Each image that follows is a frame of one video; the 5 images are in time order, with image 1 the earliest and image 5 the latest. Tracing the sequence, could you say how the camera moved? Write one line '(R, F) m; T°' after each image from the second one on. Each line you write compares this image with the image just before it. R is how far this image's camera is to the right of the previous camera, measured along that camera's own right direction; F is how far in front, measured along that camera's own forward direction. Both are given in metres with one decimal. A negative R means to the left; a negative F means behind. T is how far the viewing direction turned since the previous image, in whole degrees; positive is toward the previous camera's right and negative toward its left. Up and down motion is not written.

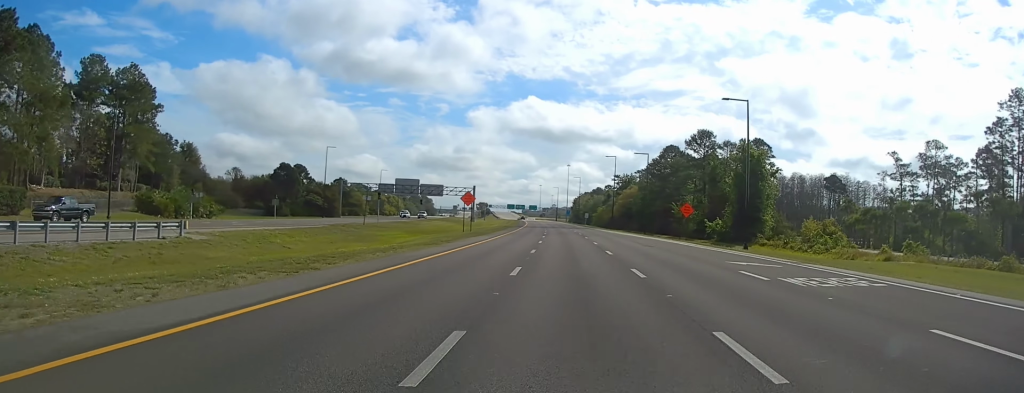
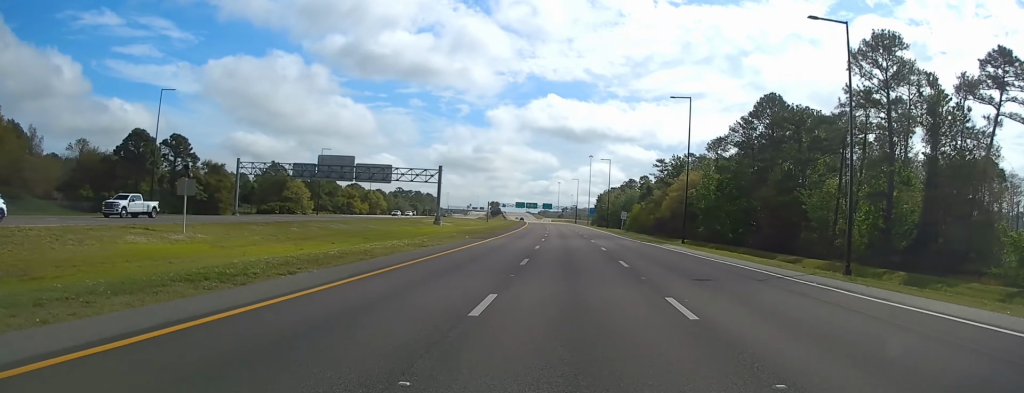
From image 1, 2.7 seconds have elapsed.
(-1.2, +68.7) m; -2°
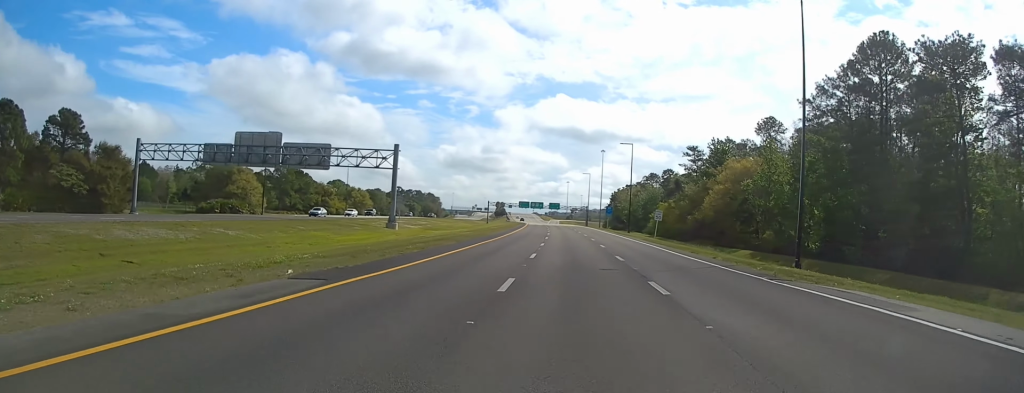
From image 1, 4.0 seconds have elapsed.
(-0.3, +33.0) m; -1°
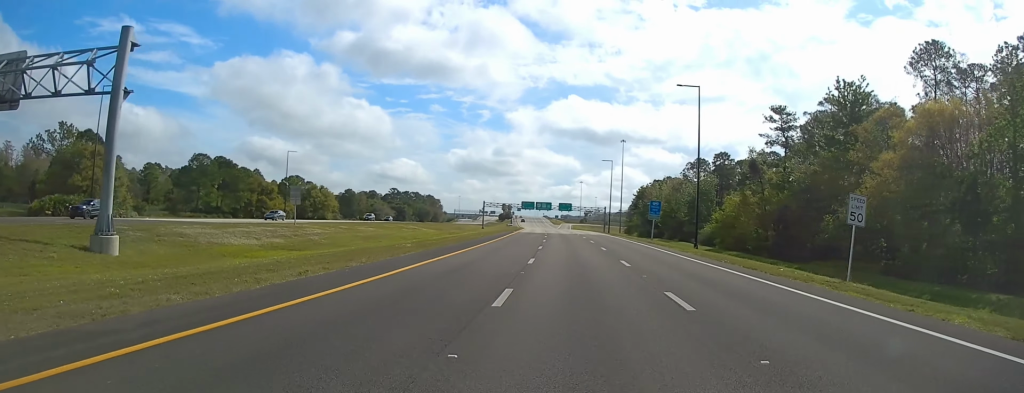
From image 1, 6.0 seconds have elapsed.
(-0.7, +50.9) m; -1°
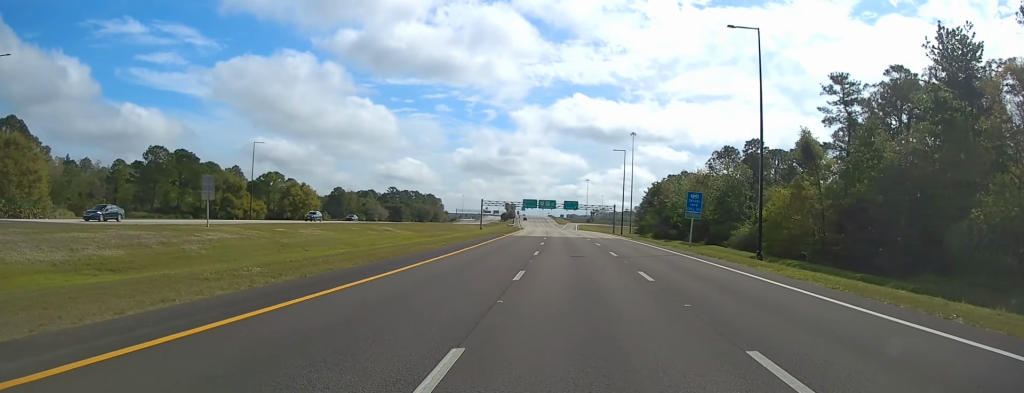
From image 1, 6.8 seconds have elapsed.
(0.0, +19.1) m; 0°
